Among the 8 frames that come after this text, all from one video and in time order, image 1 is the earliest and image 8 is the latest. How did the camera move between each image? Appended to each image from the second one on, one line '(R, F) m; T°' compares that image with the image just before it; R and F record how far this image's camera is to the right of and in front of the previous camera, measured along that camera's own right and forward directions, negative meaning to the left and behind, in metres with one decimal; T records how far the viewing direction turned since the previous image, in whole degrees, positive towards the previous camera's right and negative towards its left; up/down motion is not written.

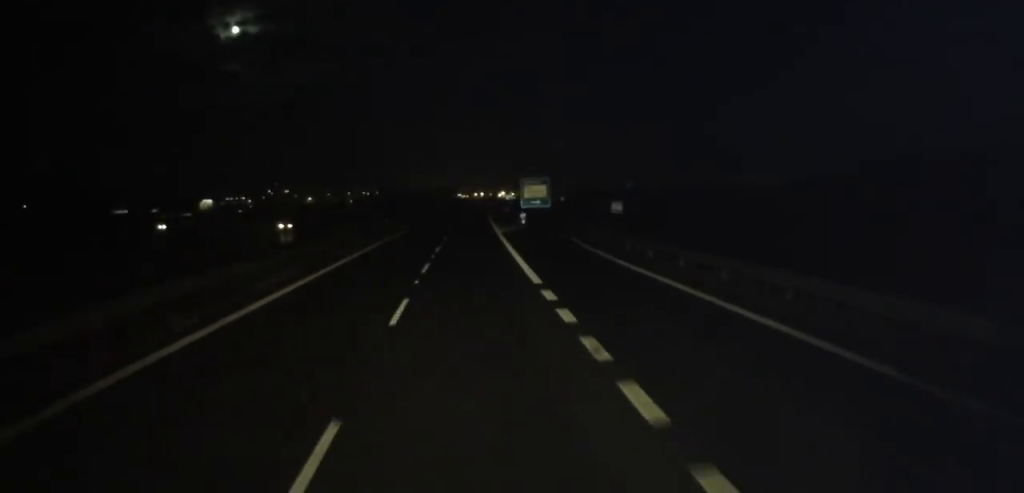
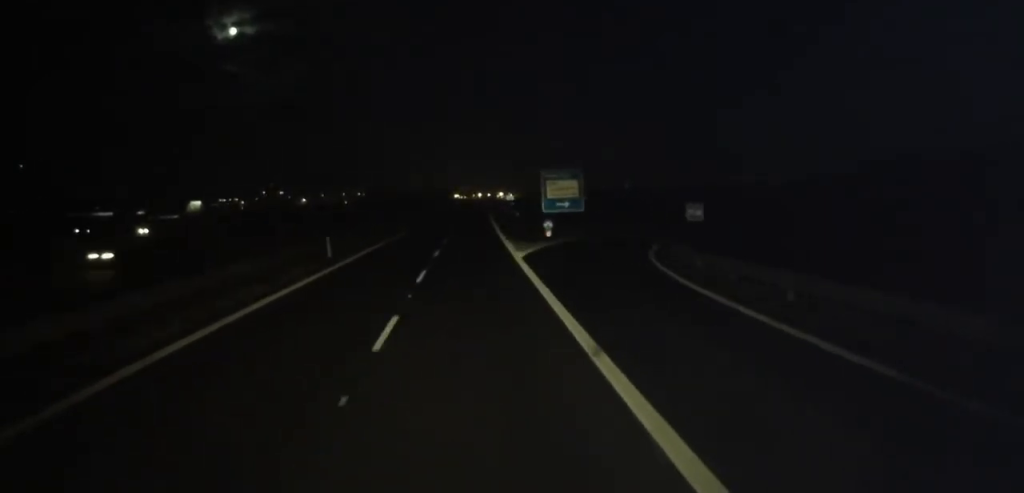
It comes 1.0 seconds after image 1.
(+0.1, +20.1) m; +2°
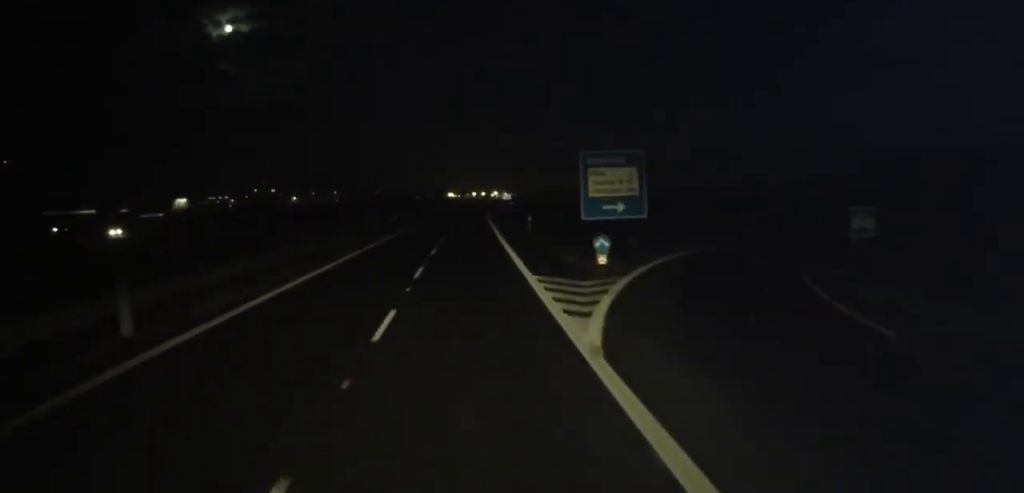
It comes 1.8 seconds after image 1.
(+0.4, +17.2) m; +1°
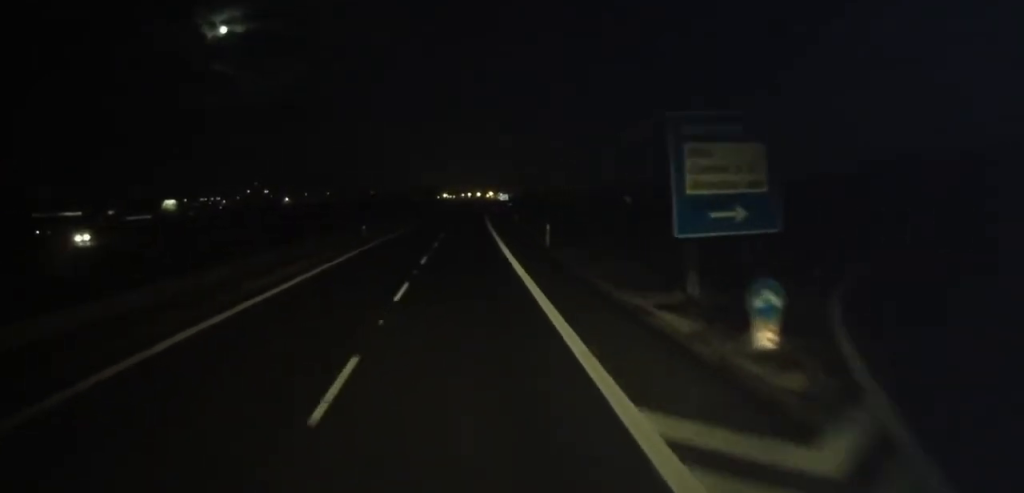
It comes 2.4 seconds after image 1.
(+0.1, +13.1) m; 0°
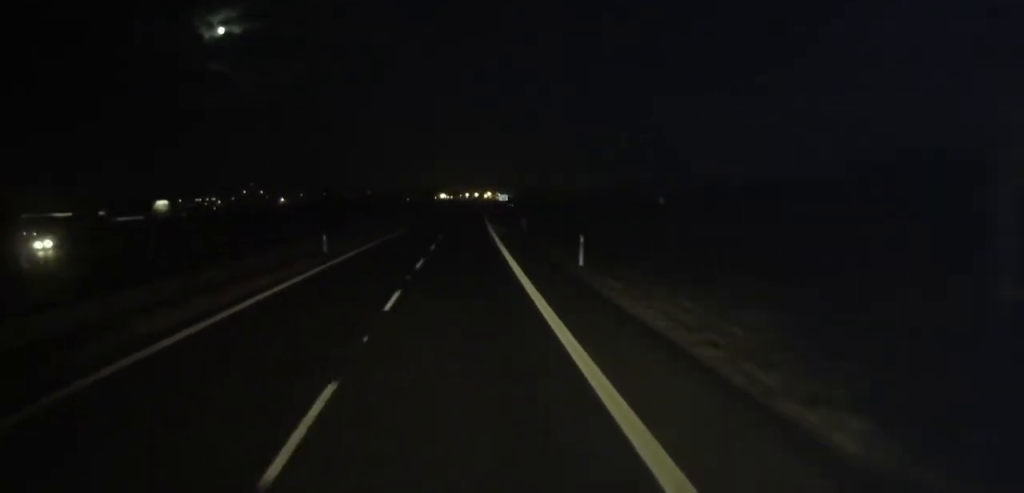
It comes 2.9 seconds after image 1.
(0.0, +10.3) m; 0°
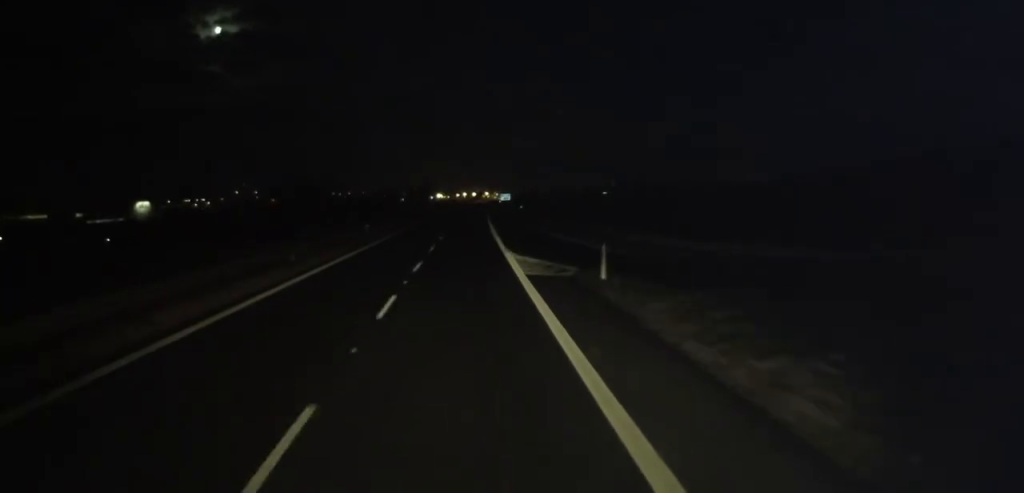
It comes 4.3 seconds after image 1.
(0.0, +27.7) m; 0°
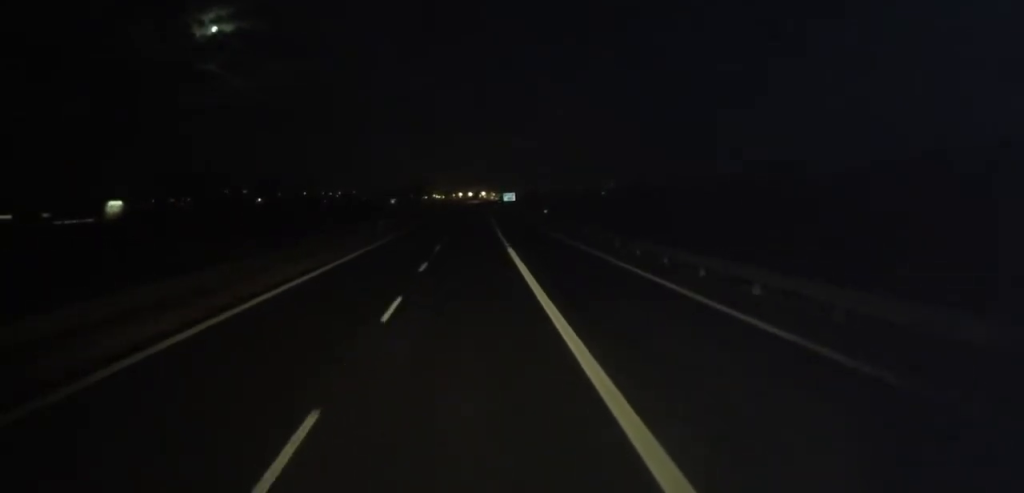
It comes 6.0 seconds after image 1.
(0.0, +36.1) m; 0°
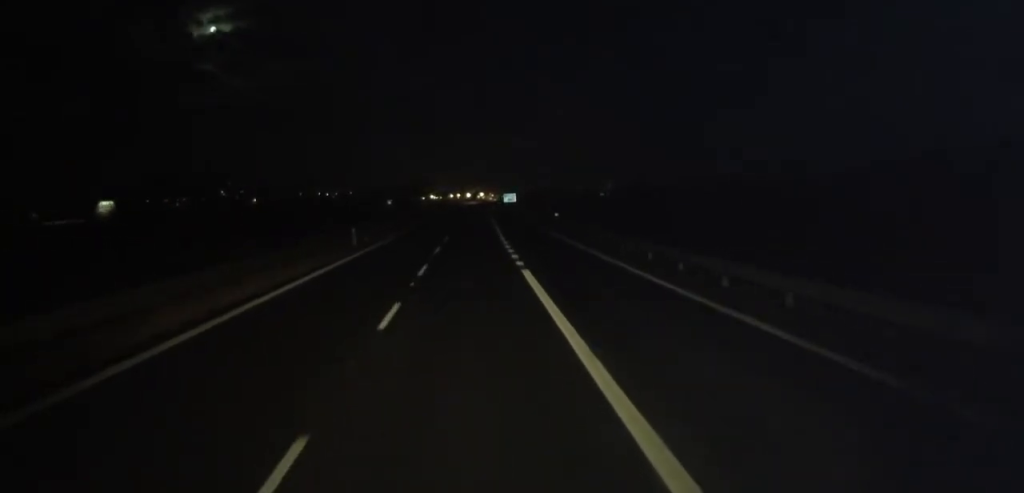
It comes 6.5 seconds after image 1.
(+0.1, +9.7) m; 0°
